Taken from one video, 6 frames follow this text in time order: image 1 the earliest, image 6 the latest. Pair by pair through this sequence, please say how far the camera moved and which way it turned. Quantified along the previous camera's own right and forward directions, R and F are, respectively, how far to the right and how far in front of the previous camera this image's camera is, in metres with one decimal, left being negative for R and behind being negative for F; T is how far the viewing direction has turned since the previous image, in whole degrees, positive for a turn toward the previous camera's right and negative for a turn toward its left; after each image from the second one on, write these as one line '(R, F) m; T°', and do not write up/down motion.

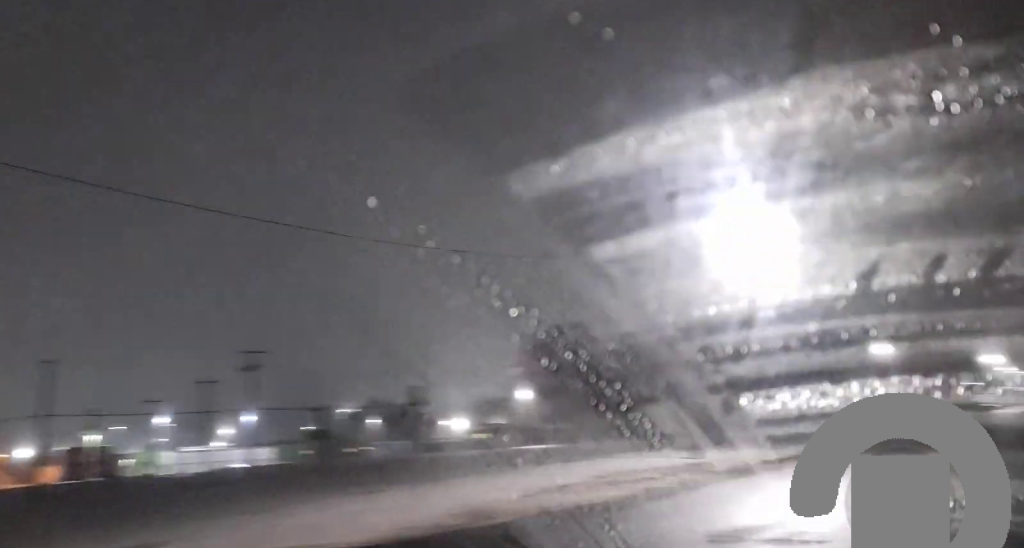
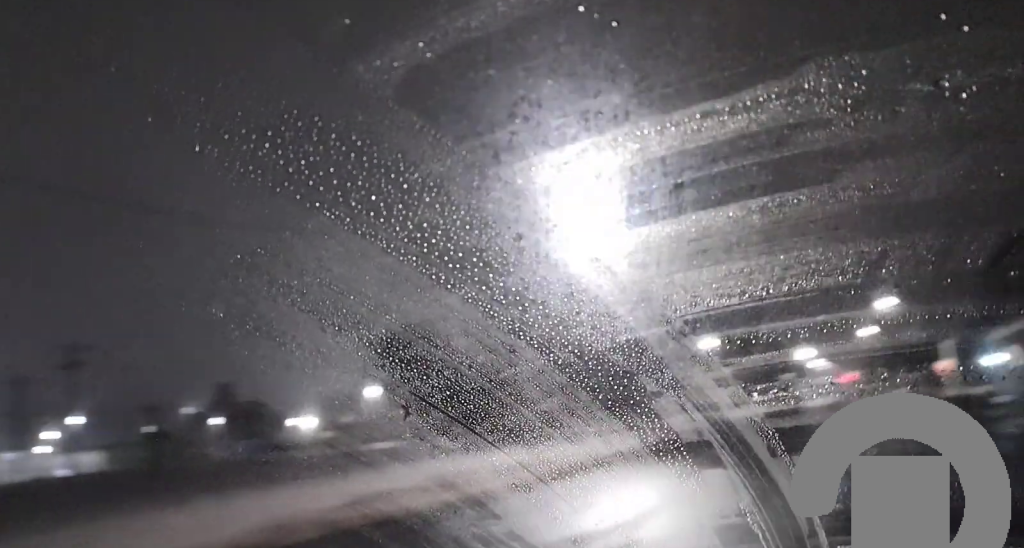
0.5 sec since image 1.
(0.0, +1.8) m; +13°
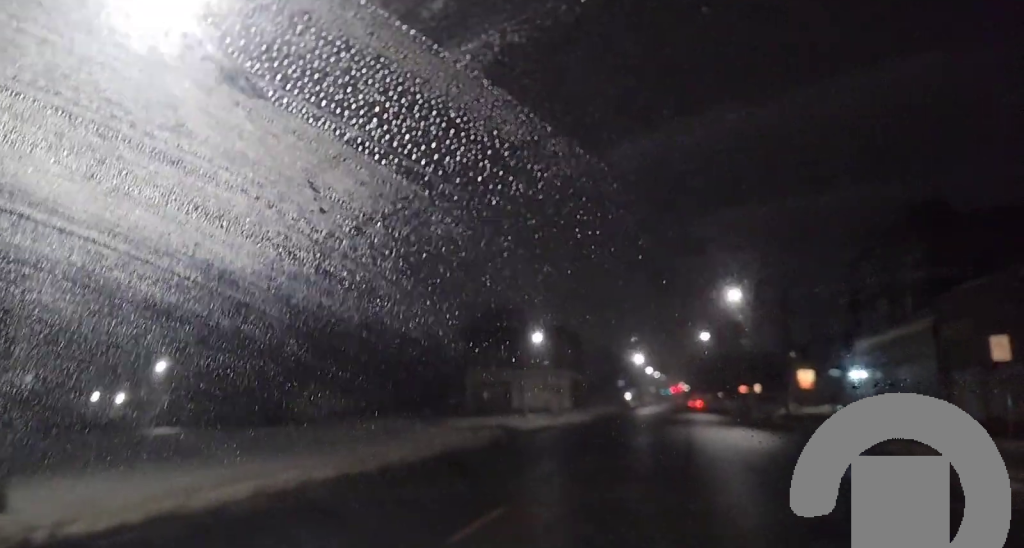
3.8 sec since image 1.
(+5.6, +19.5) m; +14°
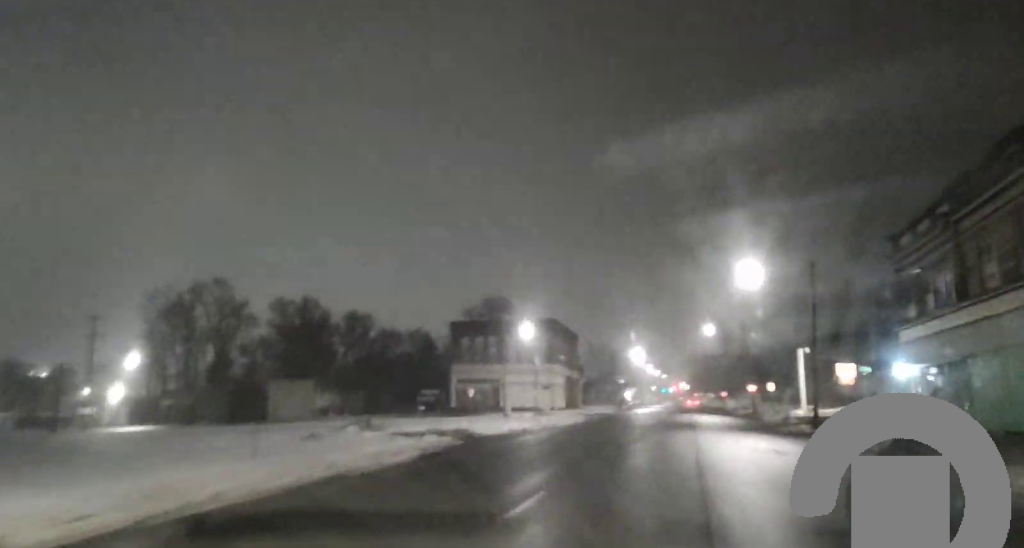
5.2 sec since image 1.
(-0.7, +11.4) m; -5°
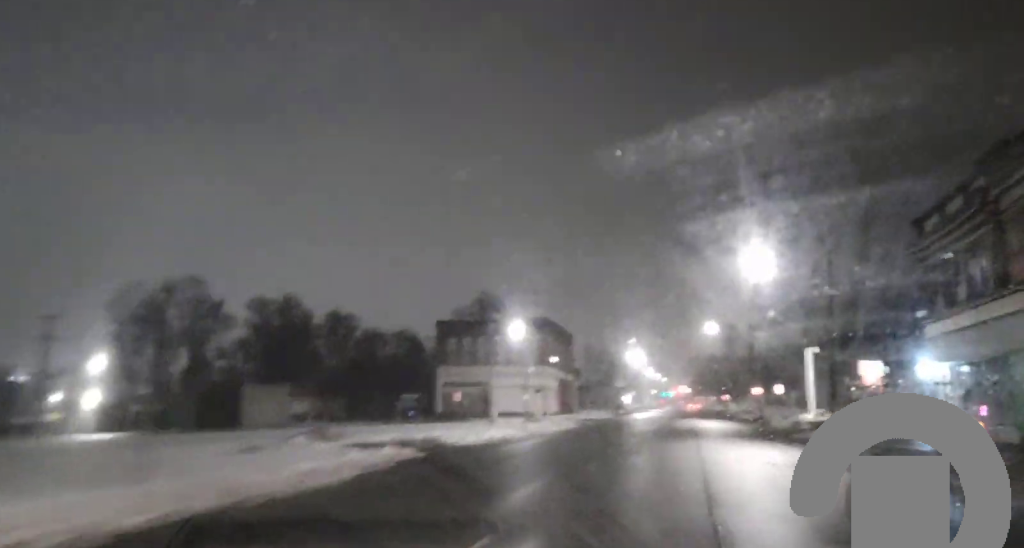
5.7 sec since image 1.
(-0.1, +4.2) m; -1°
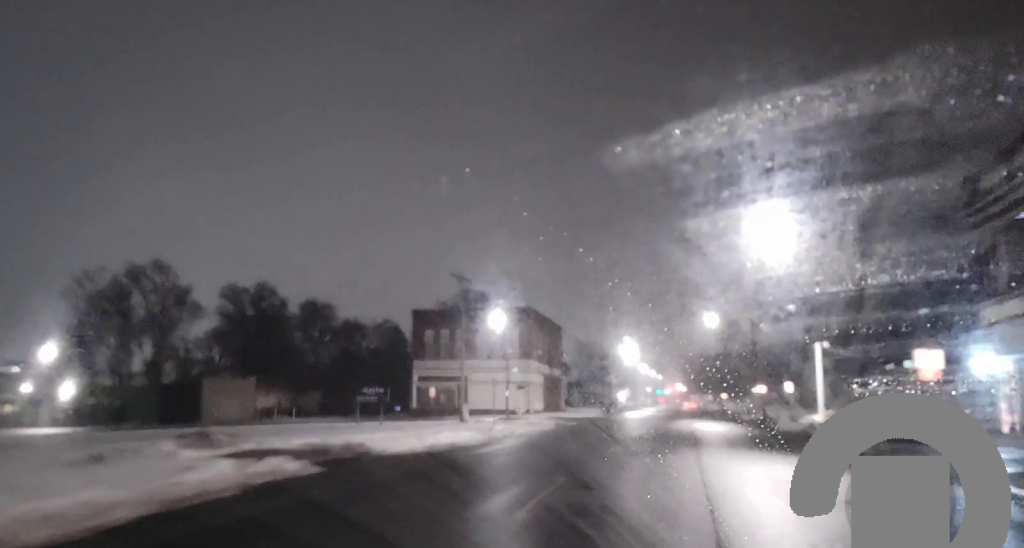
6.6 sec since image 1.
(+0.1, +8.3) m; 0°
